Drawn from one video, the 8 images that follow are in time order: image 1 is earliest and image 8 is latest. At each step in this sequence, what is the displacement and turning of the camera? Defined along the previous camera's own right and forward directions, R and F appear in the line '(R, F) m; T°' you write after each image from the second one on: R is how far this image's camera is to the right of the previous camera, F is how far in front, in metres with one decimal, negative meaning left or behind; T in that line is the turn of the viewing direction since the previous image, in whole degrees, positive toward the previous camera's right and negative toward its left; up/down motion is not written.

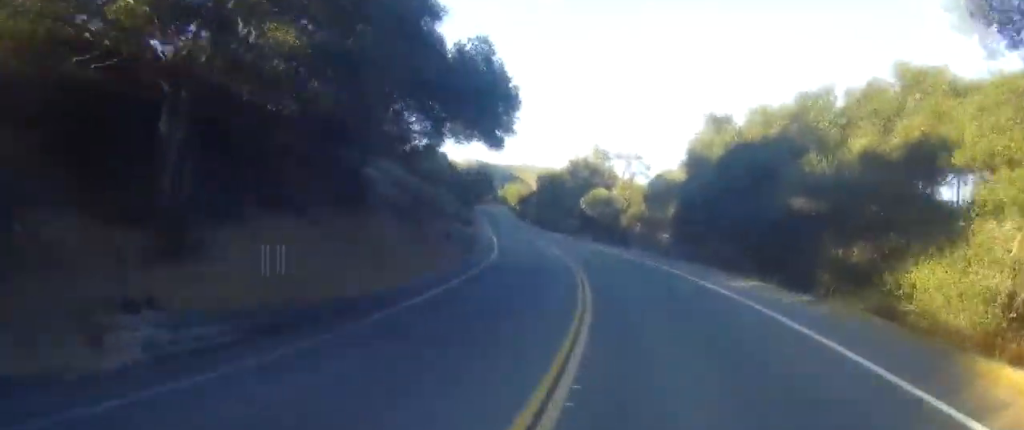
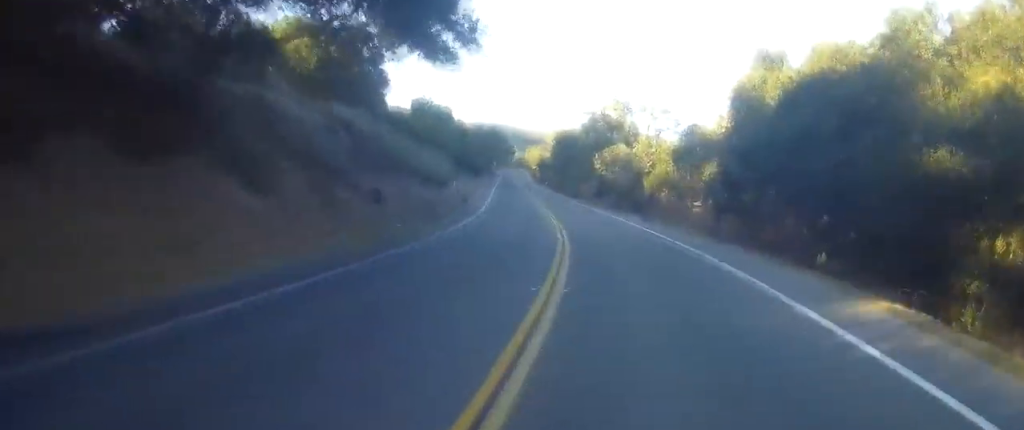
(+0.1, +10.6) m; -3°
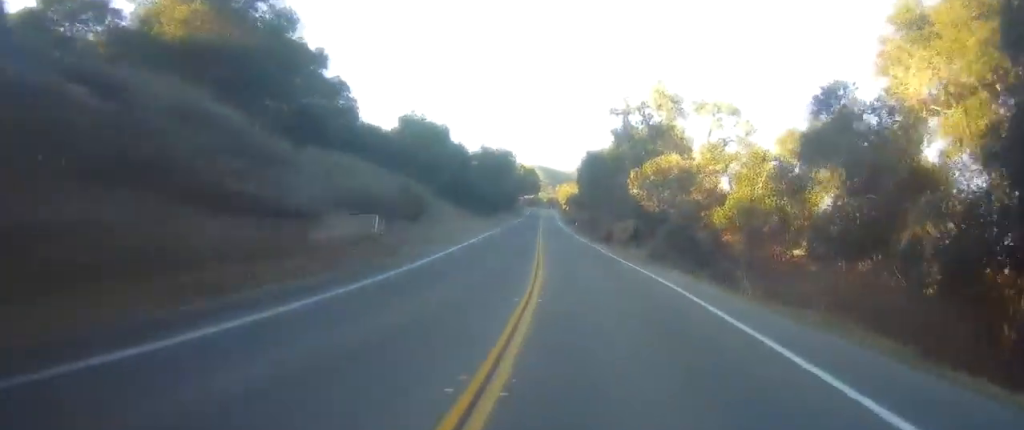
(-1.2, +19.0) m; -7°
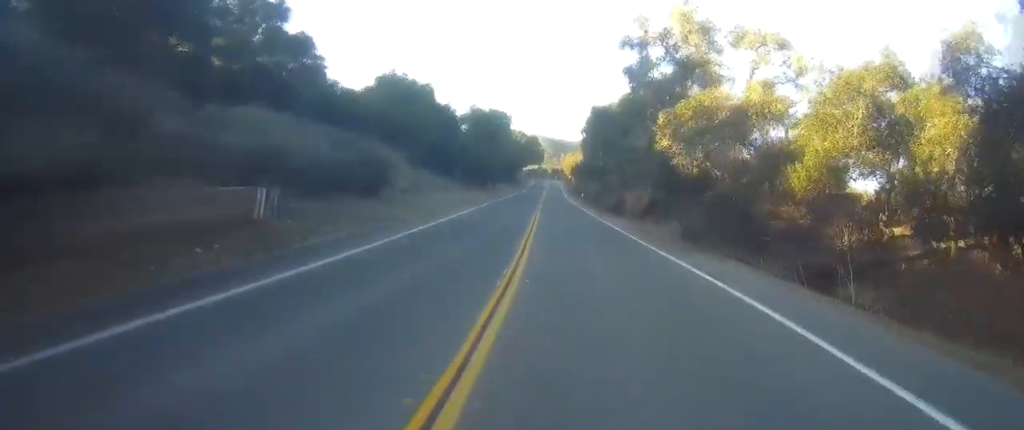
(-0.3, +9.3) m; -4°
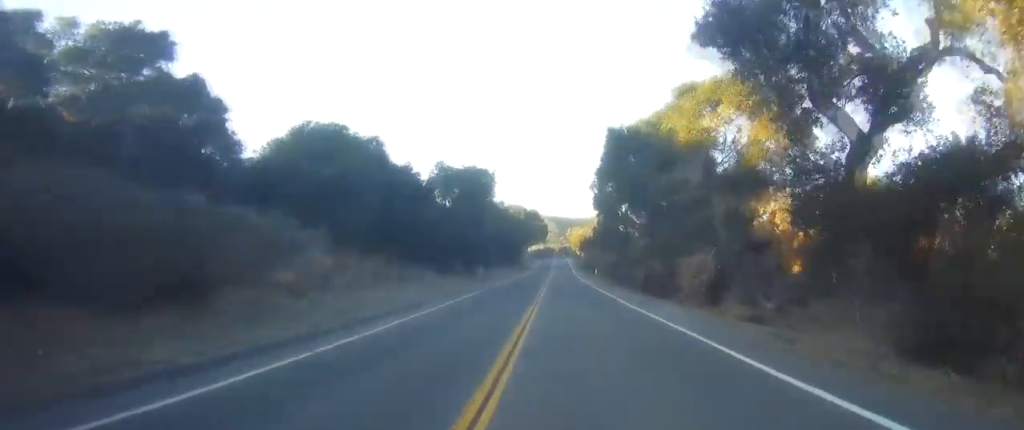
(-0.8, +17.2) m; -1°
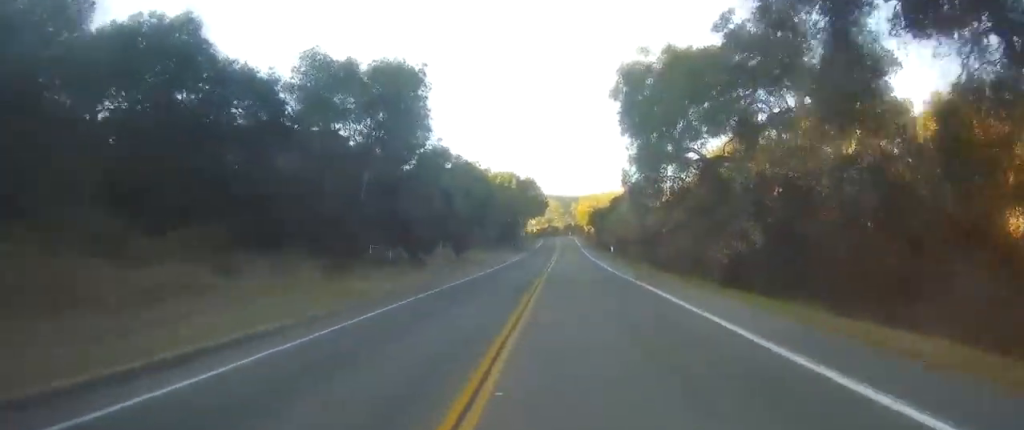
(+0.2, +24.6) m; +1°
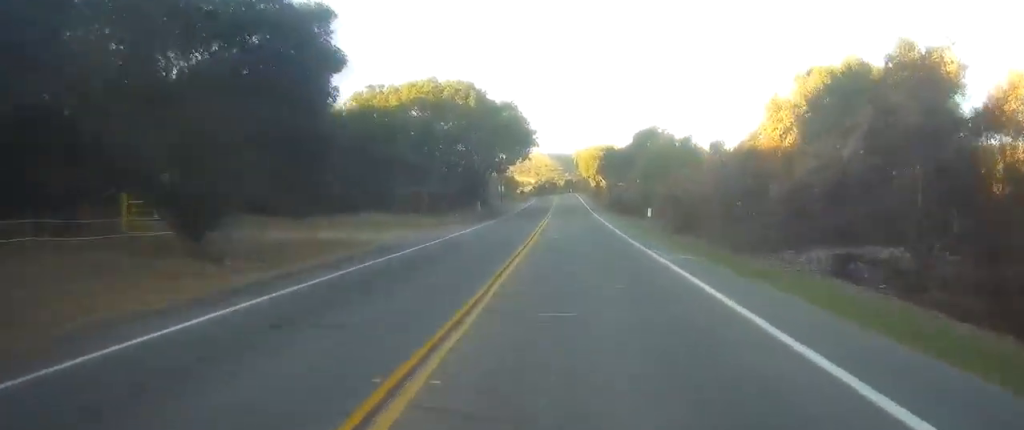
(+0.7, +39.7) m; +2°
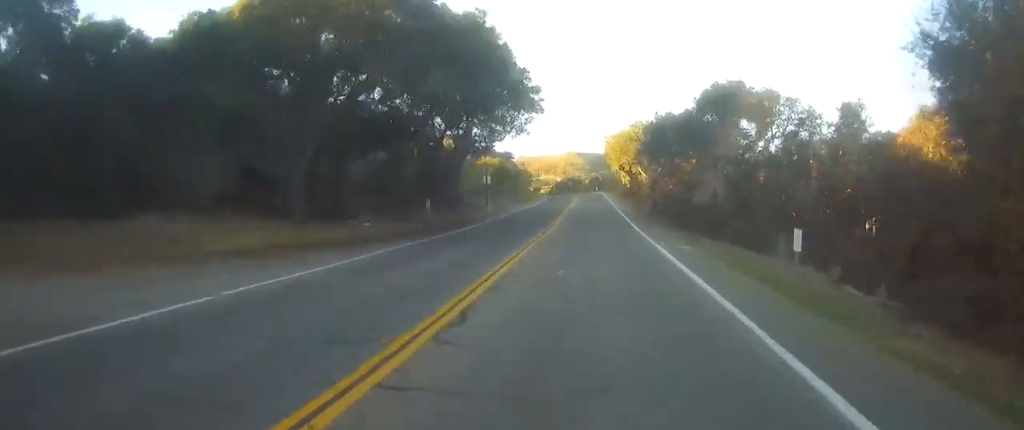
(+0.2, +29.9) m; 0°
